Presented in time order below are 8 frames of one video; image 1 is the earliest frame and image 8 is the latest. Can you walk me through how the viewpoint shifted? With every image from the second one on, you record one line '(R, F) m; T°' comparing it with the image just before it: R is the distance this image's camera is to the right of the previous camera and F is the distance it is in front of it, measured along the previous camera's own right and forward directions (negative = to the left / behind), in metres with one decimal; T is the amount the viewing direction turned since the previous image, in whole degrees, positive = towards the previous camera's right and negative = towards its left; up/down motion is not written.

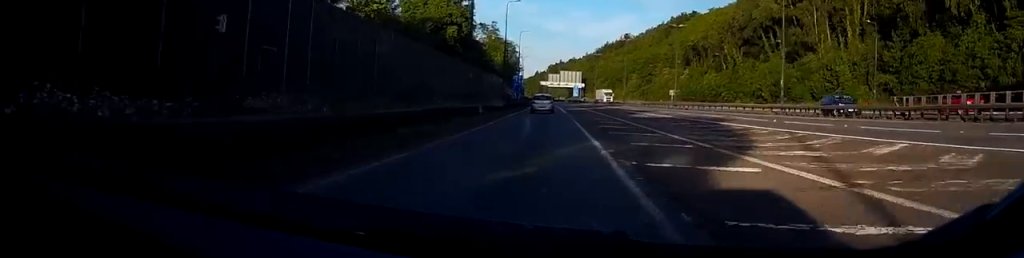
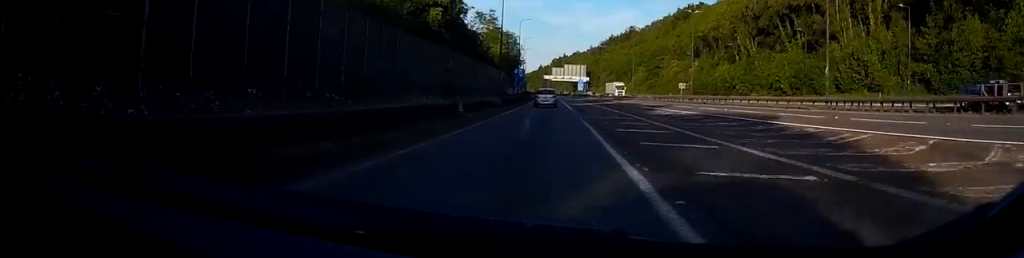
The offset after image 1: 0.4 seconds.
(-0.1, +8.3) m; 0°
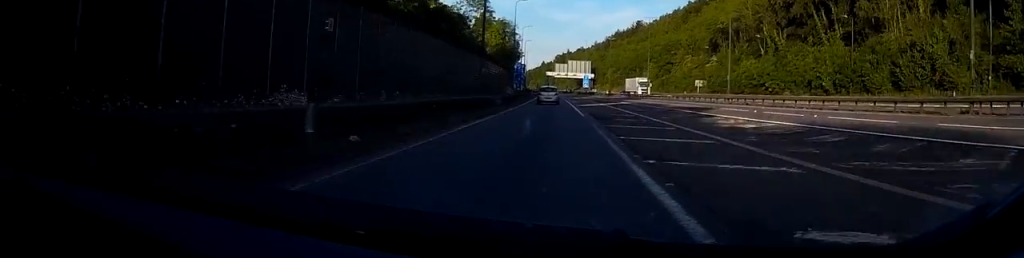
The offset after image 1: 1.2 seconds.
(+0.1, +16.8) m; +1°
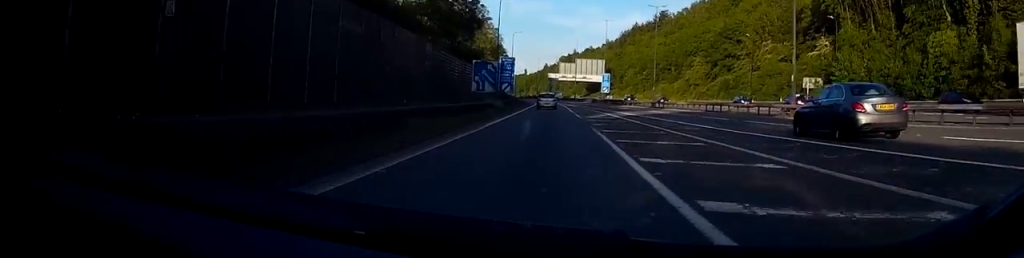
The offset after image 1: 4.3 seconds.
(-0.7, +67.3) m; -2°
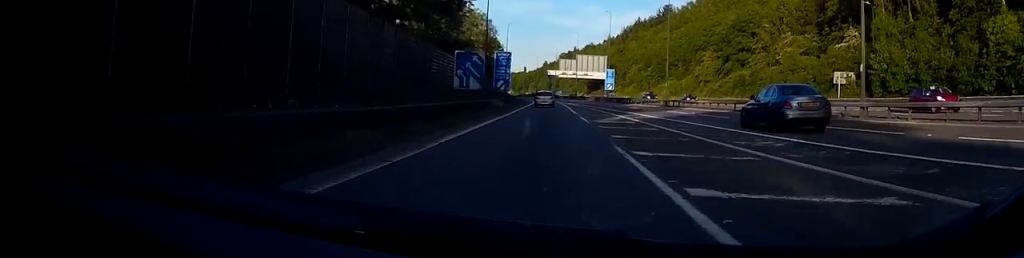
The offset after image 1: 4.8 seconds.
(0.0, +10.3) m; 0°
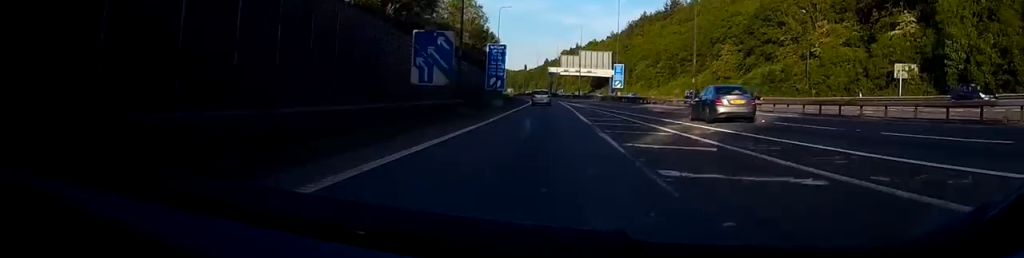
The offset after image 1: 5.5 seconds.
(0.0, +14.9) m; +1°
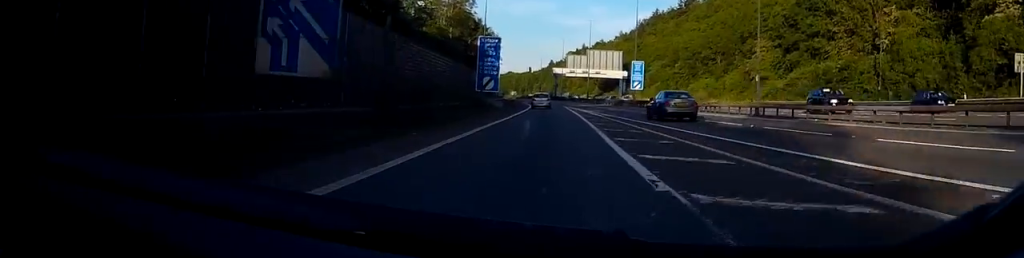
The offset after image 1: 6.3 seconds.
(+0.2, +18.9) m; +1°
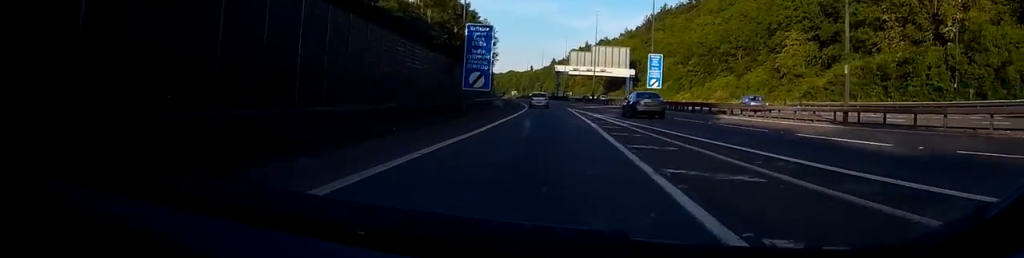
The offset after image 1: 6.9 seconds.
(+0.1, +13.8) m; +1°
